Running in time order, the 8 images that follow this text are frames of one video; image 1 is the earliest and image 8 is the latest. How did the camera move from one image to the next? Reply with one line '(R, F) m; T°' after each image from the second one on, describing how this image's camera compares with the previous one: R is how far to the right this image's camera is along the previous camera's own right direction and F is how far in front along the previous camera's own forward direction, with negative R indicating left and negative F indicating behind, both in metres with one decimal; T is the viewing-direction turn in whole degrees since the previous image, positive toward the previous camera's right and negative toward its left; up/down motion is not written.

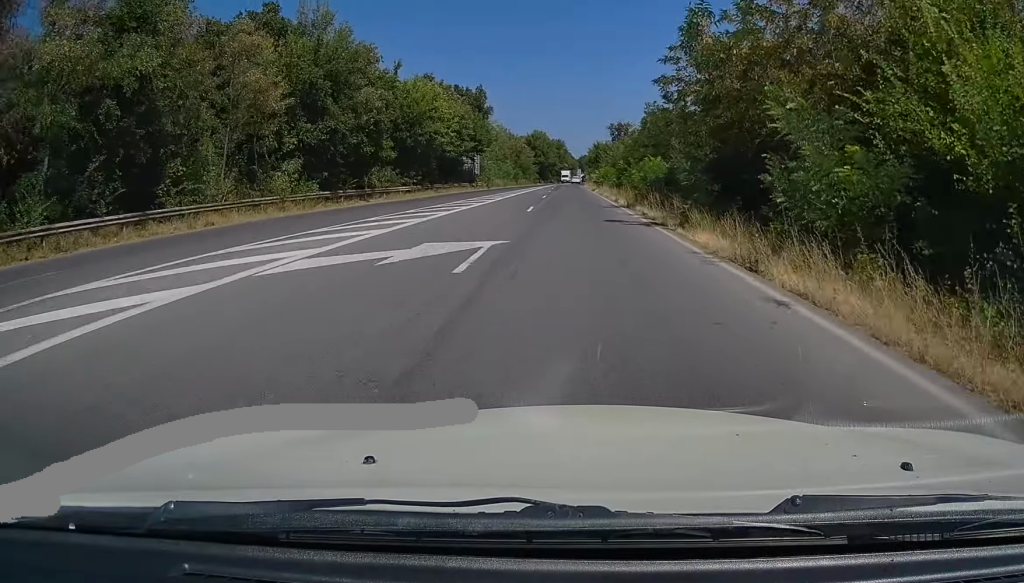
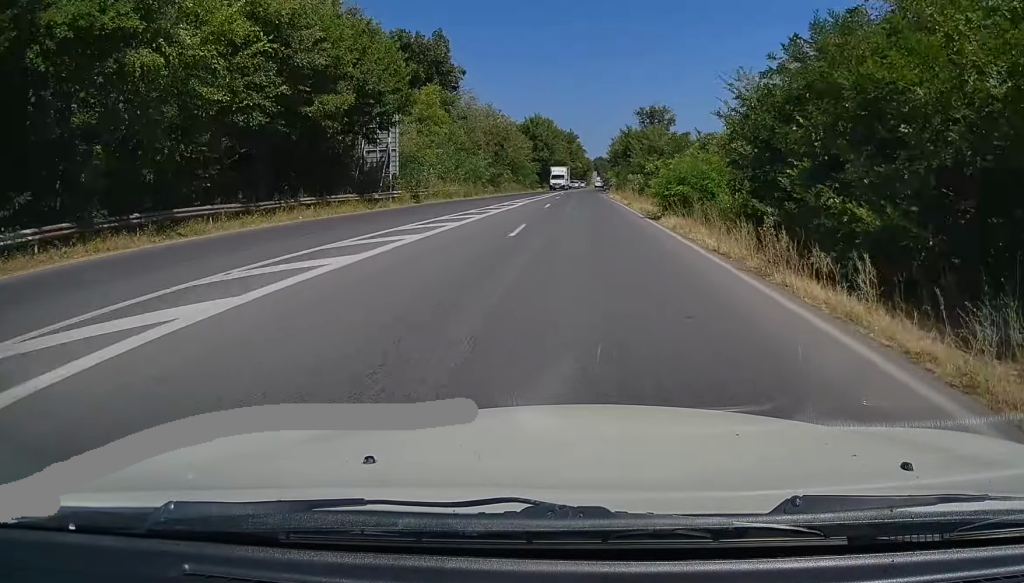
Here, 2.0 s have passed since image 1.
(-0.6, +40.9) m; -1°
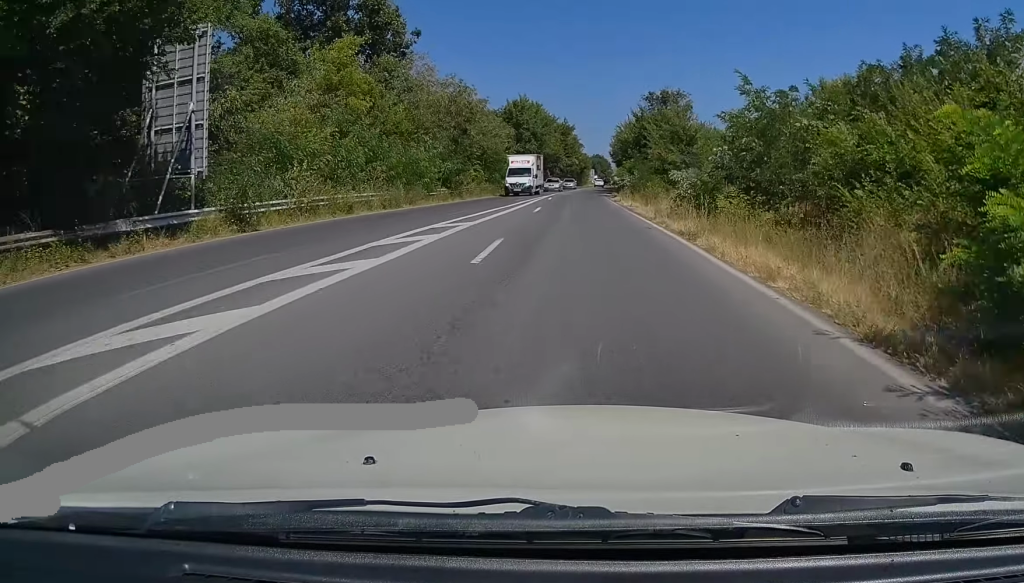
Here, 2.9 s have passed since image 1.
(-0.1, +20.1) m; 0°
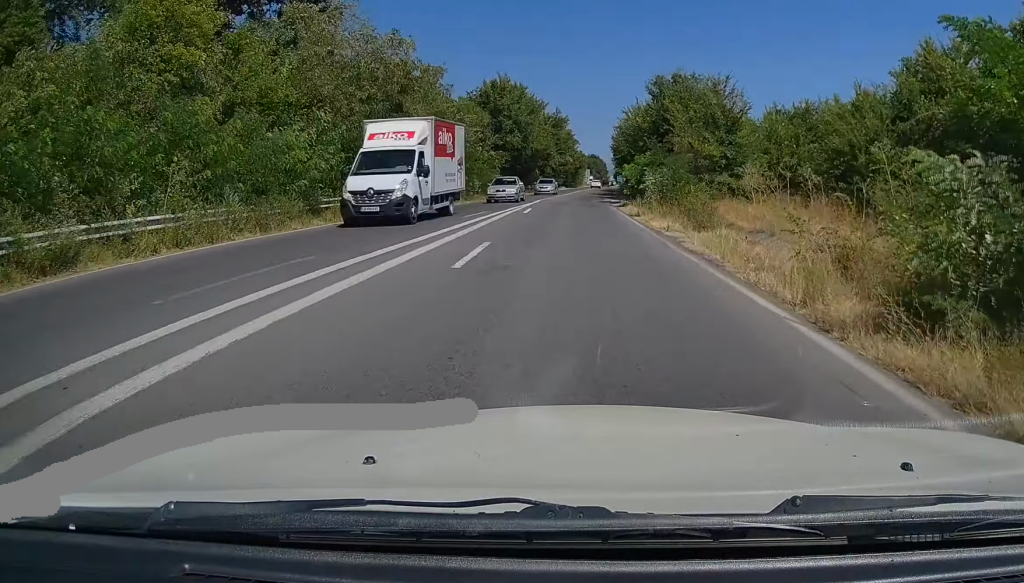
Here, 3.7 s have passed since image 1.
(-0.1, +15.9) m; 0°
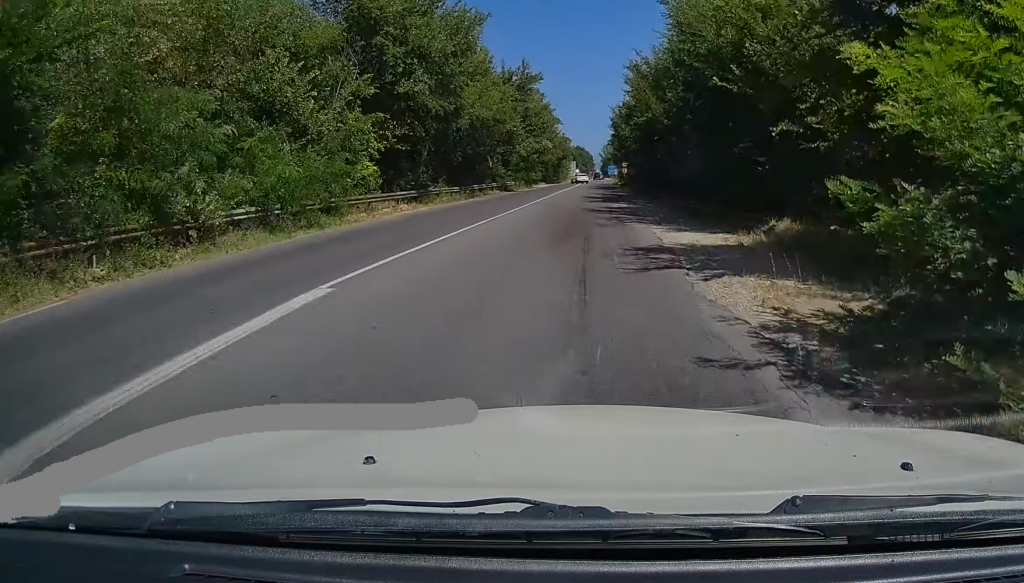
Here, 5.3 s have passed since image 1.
(+0.5, +33.4) m; +2°
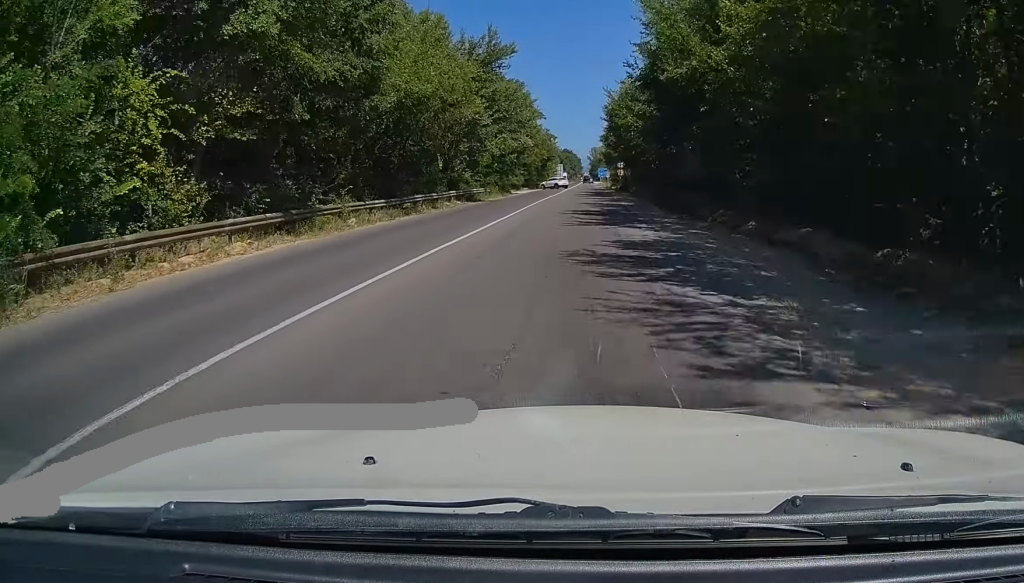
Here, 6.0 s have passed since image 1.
(+0.1, +14.2) m; +1°
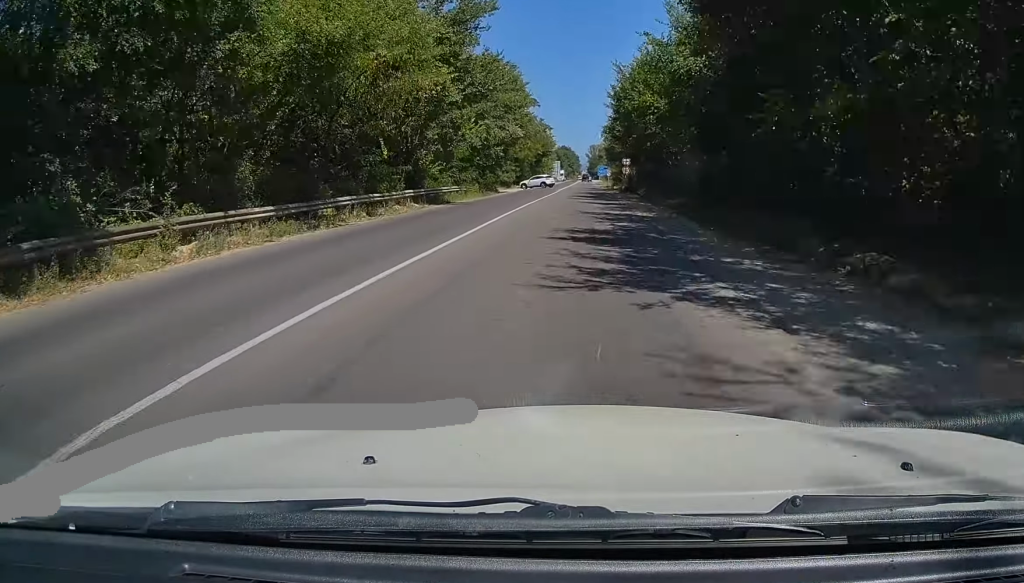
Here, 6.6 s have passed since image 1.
(0.0, +10.8) m; 0°
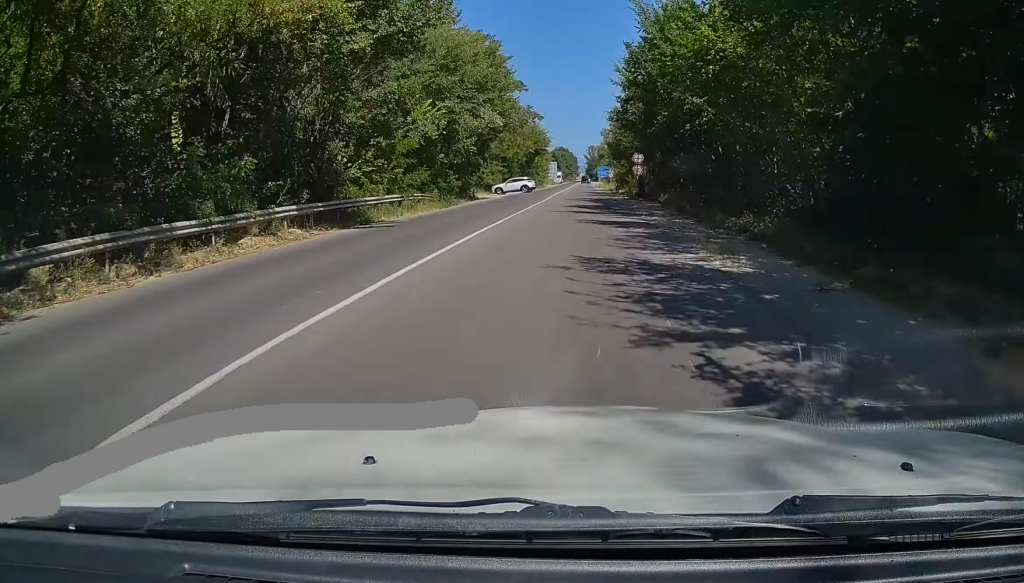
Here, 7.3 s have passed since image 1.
(0.0, +14.1) m; +1°
